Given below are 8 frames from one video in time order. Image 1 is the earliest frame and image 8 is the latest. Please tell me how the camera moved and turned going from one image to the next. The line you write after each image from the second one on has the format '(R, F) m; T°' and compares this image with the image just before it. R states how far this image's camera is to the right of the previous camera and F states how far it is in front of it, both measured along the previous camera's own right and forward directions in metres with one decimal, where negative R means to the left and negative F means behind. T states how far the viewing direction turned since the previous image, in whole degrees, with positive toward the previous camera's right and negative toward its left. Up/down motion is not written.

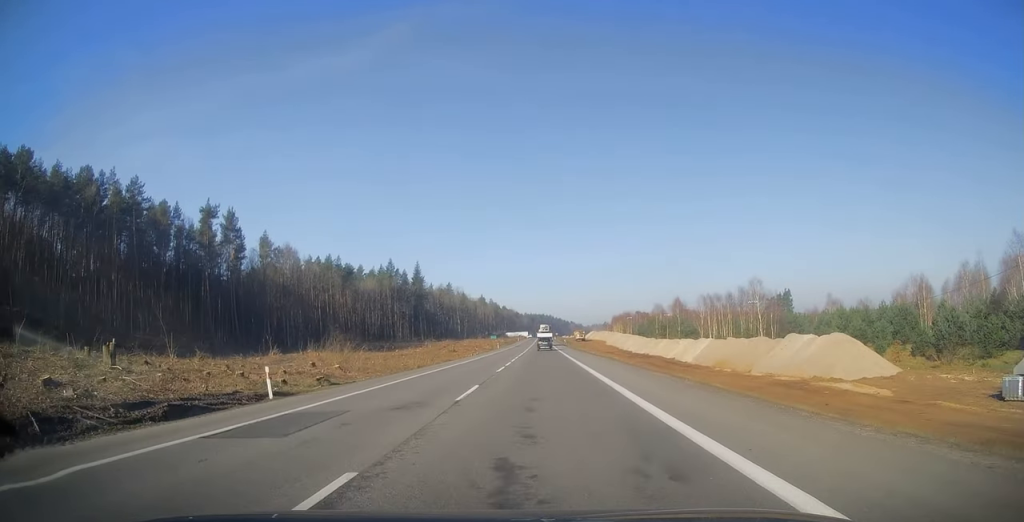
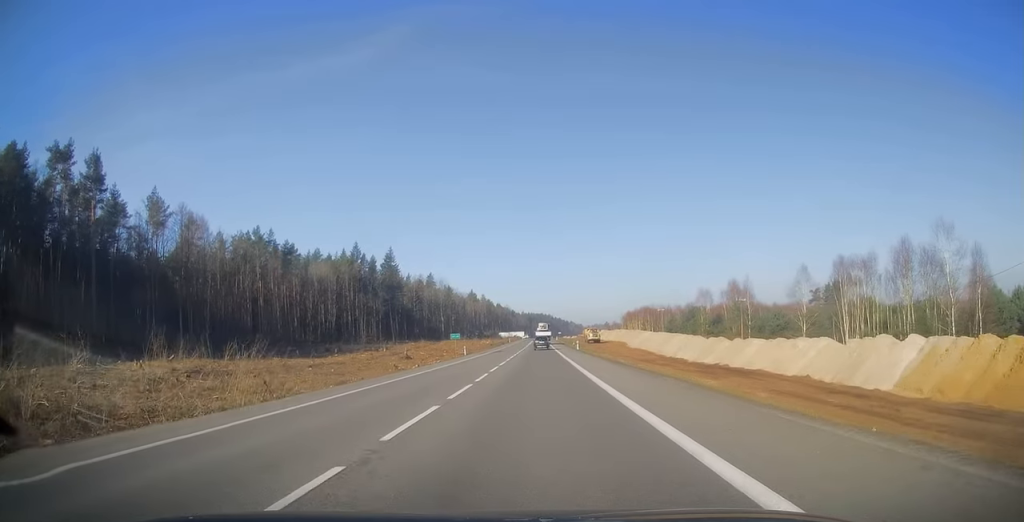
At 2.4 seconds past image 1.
(0.0, +49.0) m; 0°
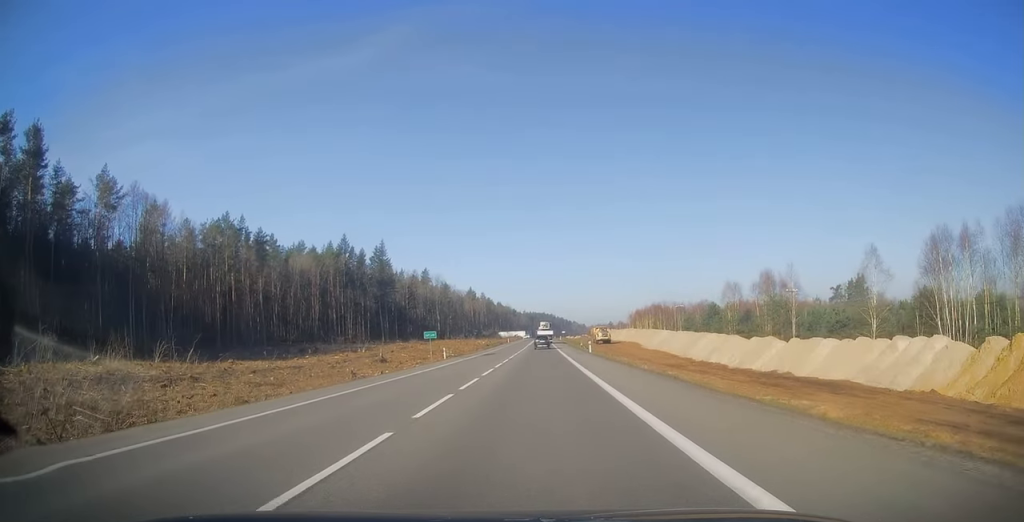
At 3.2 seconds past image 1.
(0.0, +16.1) m; 0°
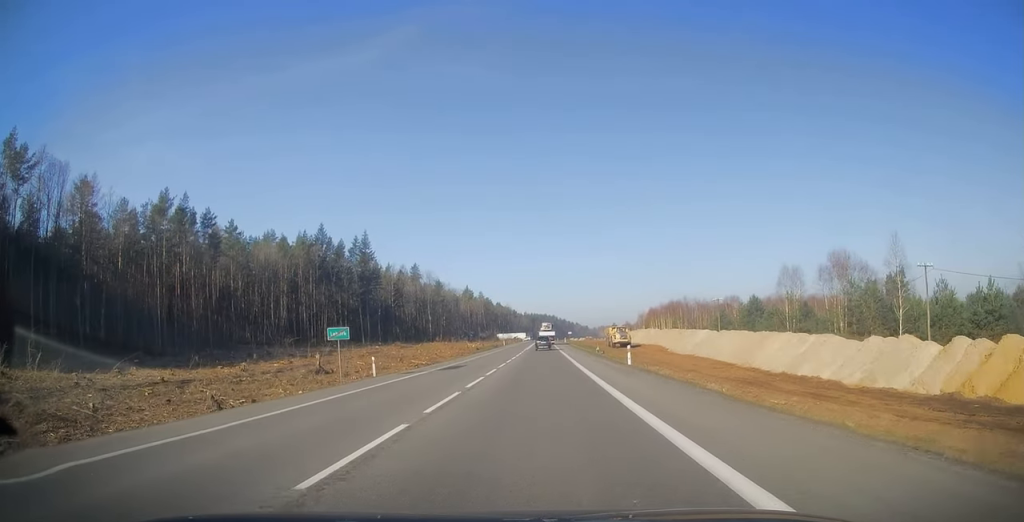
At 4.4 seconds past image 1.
(0.0, +23.7) m; 0°
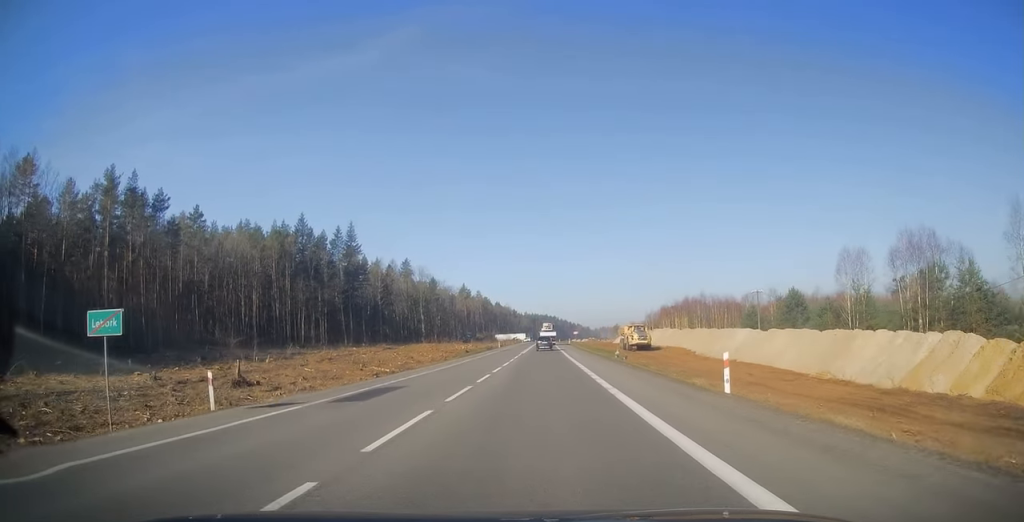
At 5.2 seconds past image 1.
(0.0, +16.2) m; 0°
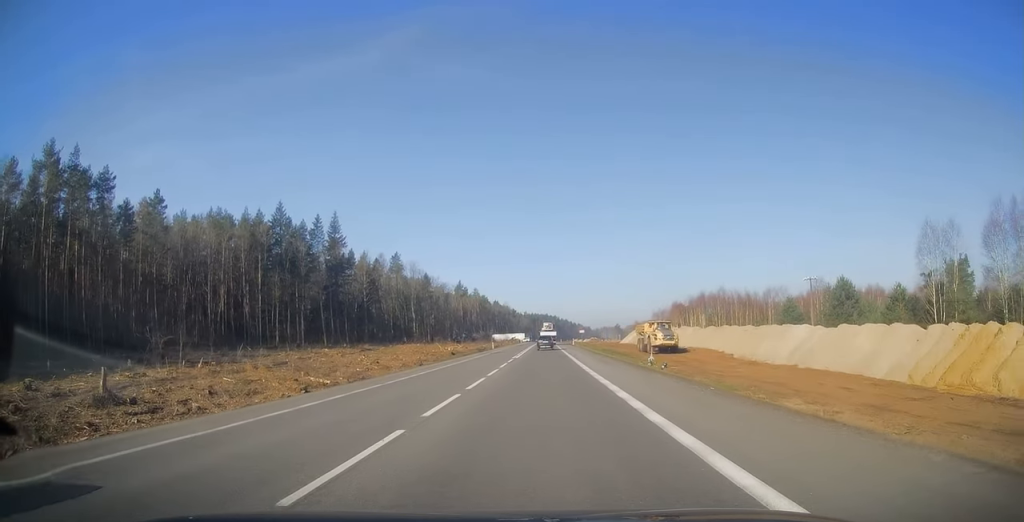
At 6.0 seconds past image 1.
(0.0, +14.8) m; 0°
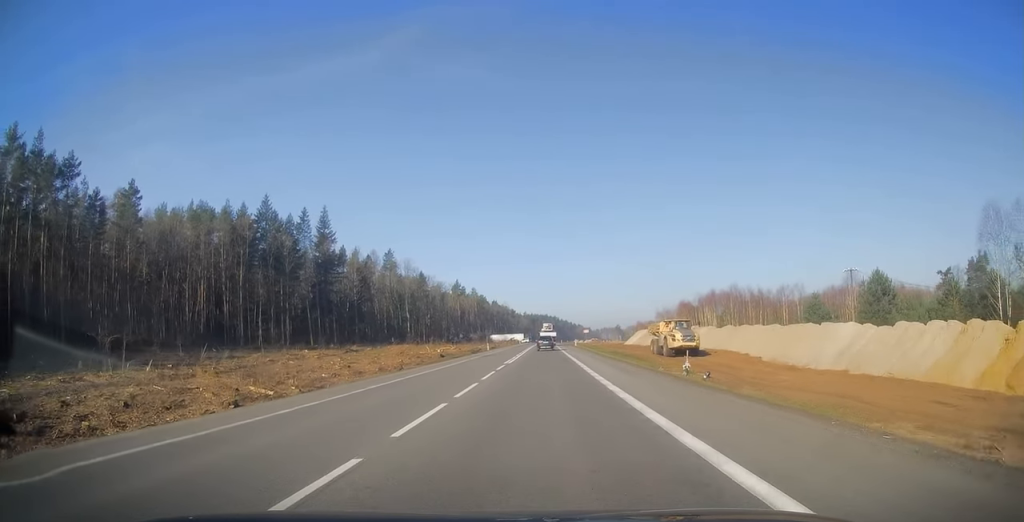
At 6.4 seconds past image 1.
(0.0, +8.2) m; 0°
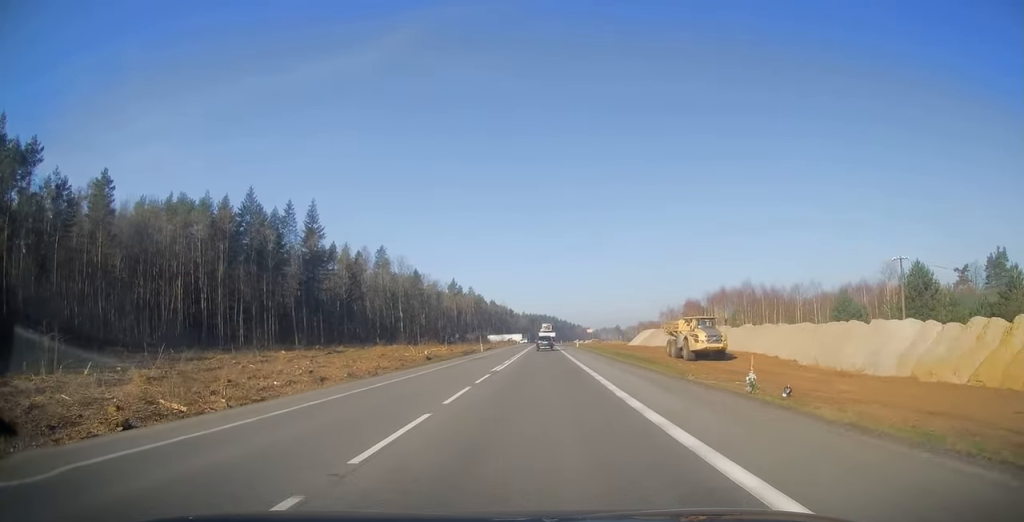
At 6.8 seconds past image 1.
(0.0, +7.9) m; 0°
